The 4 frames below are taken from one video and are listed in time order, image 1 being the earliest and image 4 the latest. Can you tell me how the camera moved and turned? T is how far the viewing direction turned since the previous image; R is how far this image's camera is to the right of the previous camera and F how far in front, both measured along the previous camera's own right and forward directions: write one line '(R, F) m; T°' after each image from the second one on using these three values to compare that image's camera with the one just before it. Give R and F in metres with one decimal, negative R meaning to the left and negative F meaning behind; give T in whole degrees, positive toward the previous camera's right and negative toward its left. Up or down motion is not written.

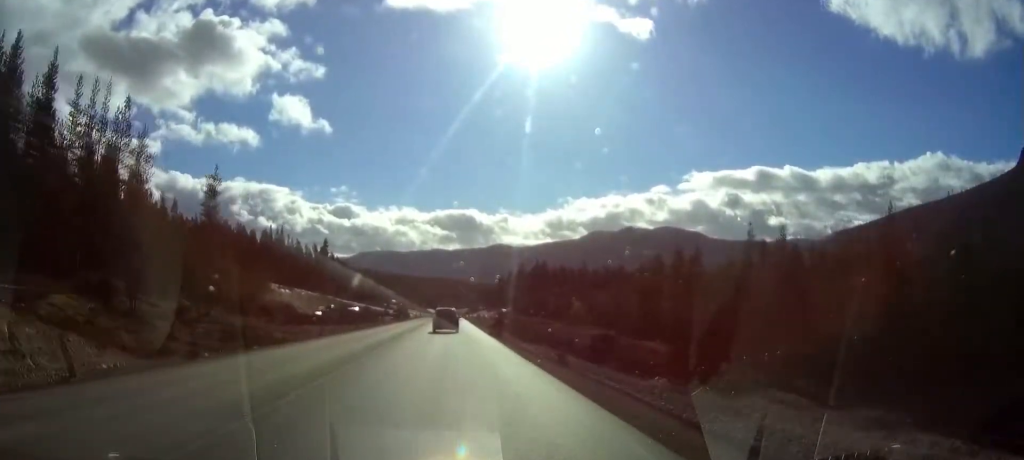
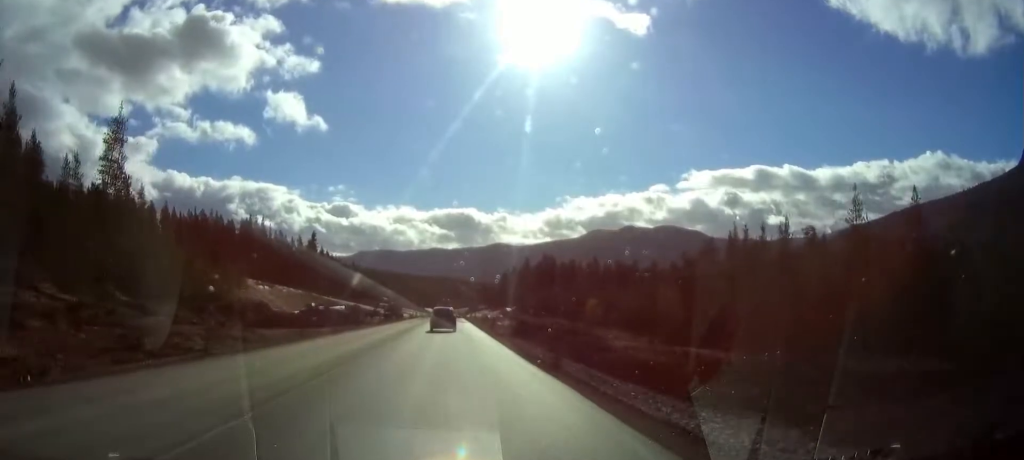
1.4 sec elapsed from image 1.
(0.0, +20.8) m; 0°
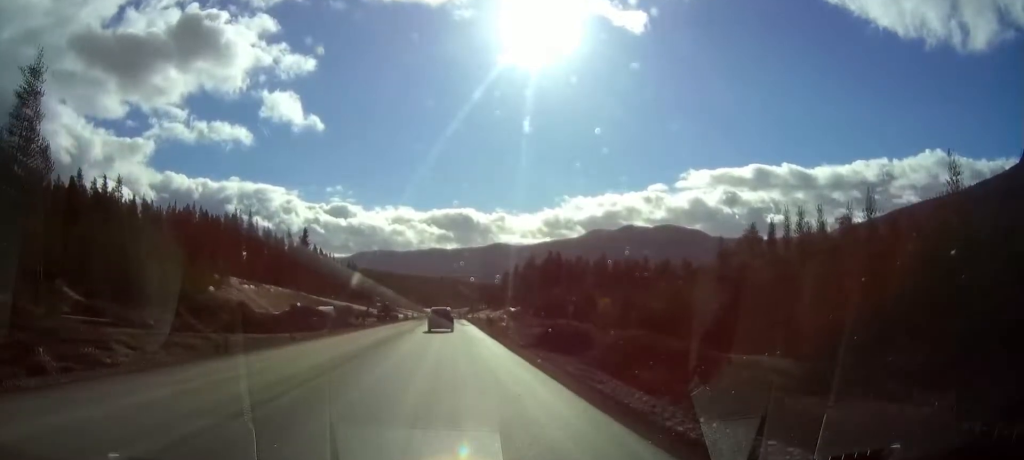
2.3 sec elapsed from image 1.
(+0.1, +12.3) m; 0°
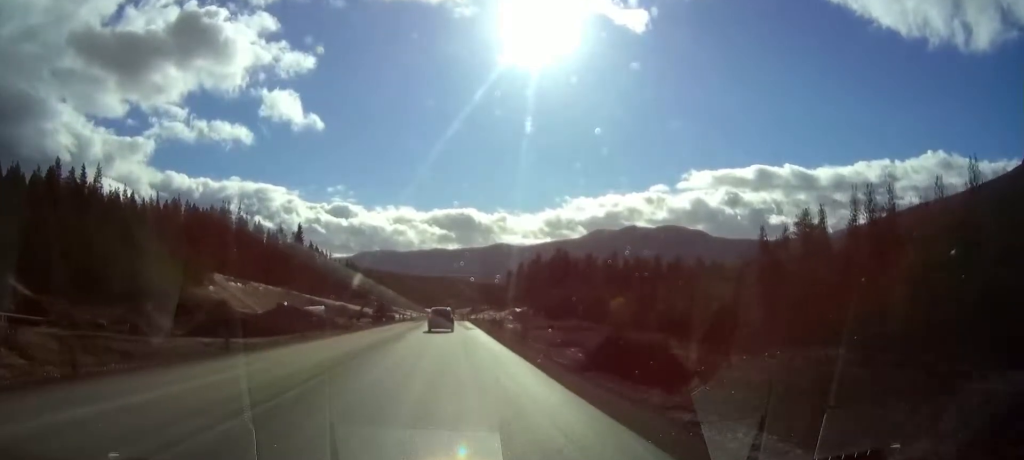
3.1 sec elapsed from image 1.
(-0.1, +11.1) m; 0°
